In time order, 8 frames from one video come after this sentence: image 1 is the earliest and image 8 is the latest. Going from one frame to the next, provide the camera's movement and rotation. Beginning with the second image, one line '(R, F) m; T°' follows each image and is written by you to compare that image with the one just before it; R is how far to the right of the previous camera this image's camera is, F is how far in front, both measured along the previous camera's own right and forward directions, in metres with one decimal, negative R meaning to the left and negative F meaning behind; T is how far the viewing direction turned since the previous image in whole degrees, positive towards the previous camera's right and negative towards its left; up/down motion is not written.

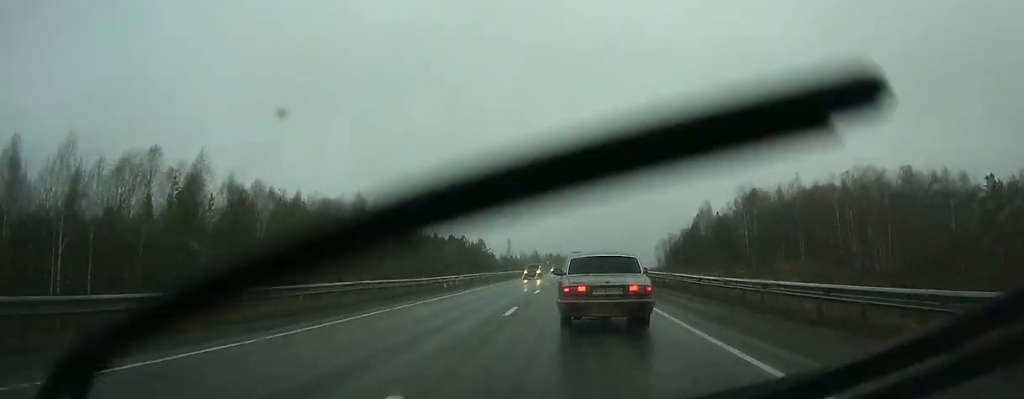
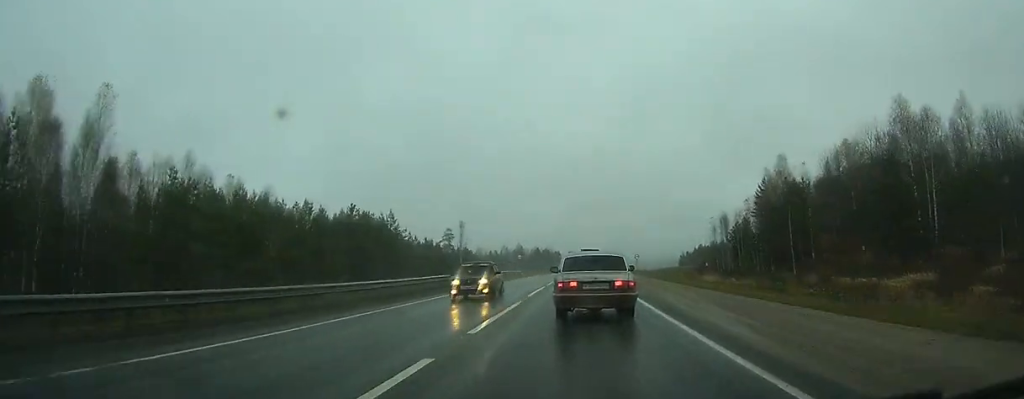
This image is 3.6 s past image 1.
(+0.4, +65.4) m; +1°
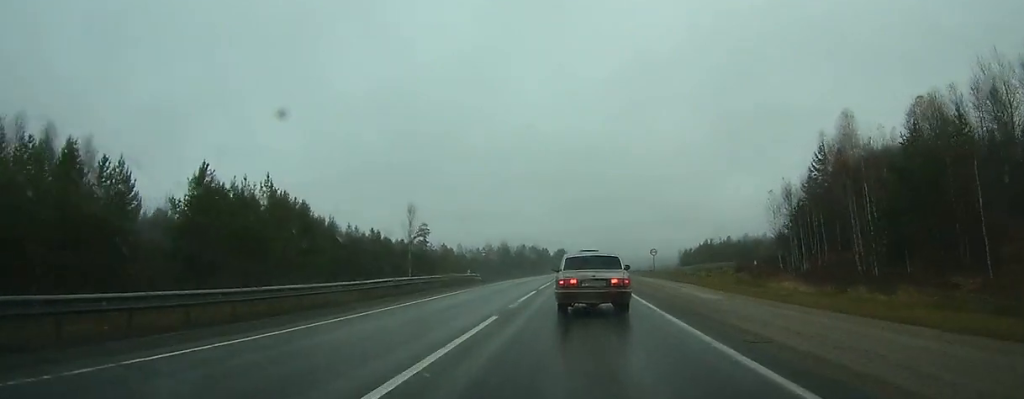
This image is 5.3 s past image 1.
(0.0, +29.5) m; 0°
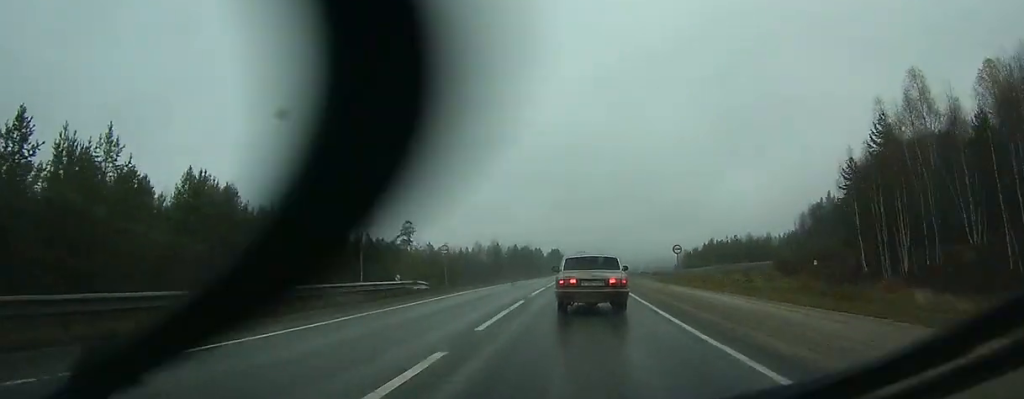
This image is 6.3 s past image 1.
(0.0, +17.6) m; 0°
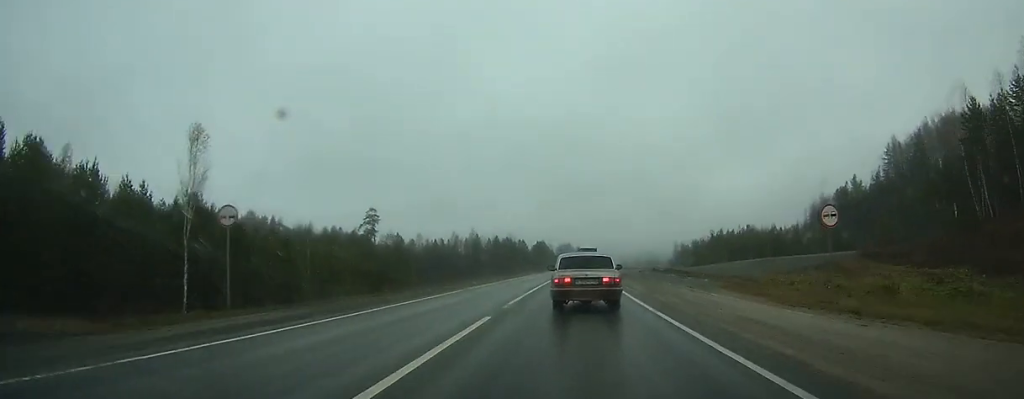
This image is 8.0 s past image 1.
(+0.2, +30.2) m; +1°
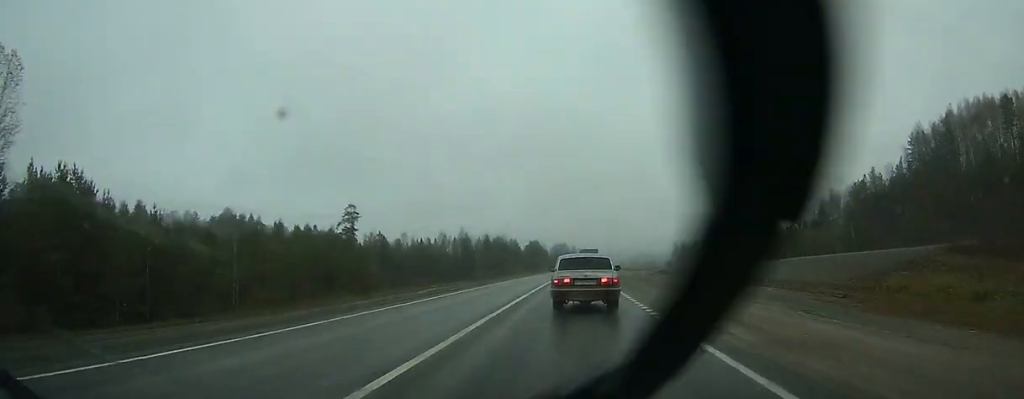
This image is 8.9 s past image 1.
(+0.1, +16.1) m; 0°
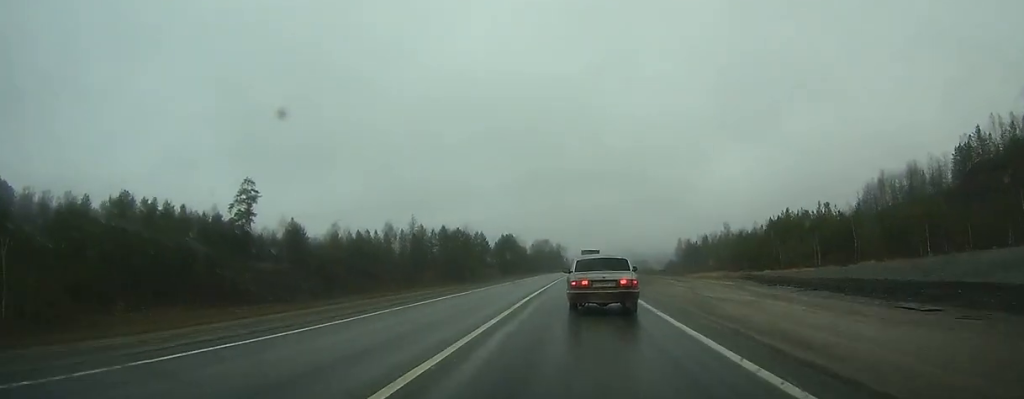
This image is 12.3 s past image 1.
(+0.6, +57.4) m; +1°
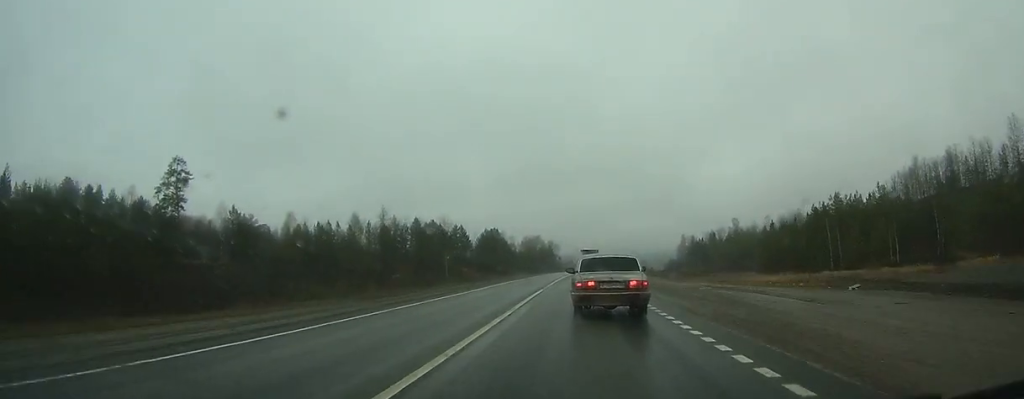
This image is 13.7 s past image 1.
(+0.1, +25.1) m; +1°
